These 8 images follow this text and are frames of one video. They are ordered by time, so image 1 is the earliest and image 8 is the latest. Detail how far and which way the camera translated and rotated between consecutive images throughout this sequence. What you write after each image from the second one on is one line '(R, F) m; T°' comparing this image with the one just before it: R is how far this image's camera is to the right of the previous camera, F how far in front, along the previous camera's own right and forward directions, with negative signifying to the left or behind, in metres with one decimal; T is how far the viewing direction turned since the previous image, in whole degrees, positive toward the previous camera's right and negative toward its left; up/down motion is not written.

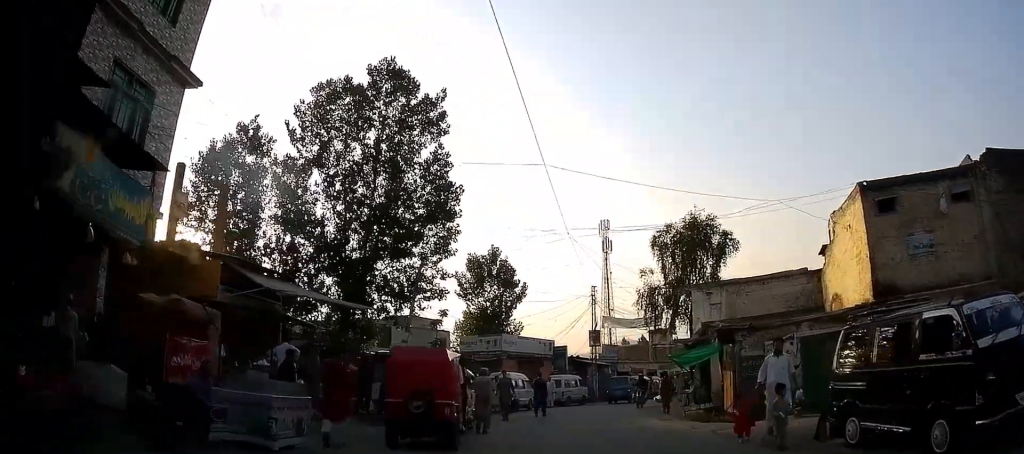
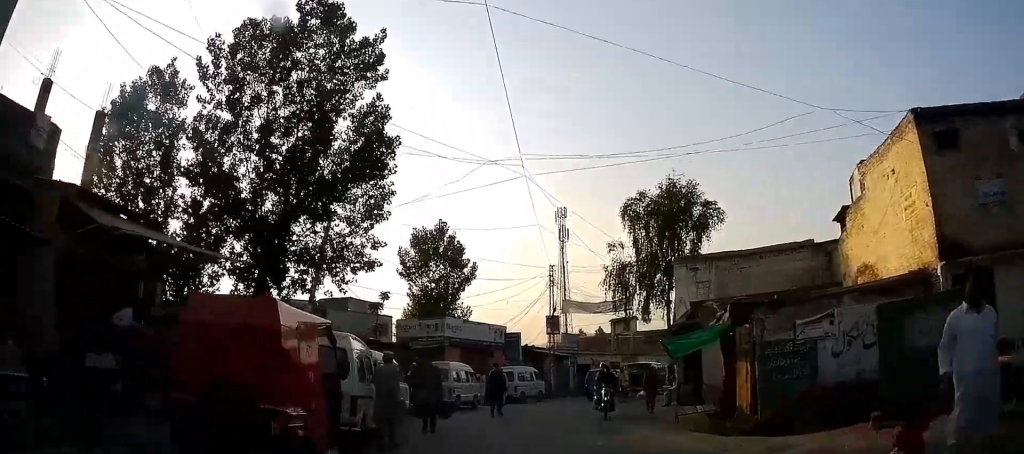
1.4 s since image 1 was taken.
(-0.1, +3.9) m; 0°
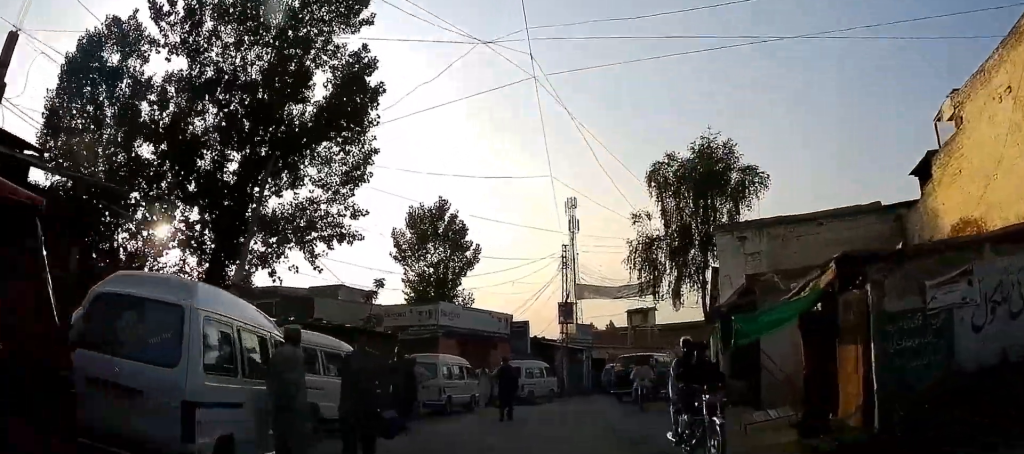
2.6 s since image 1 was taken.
(+0.1, +3.7) m; 0°
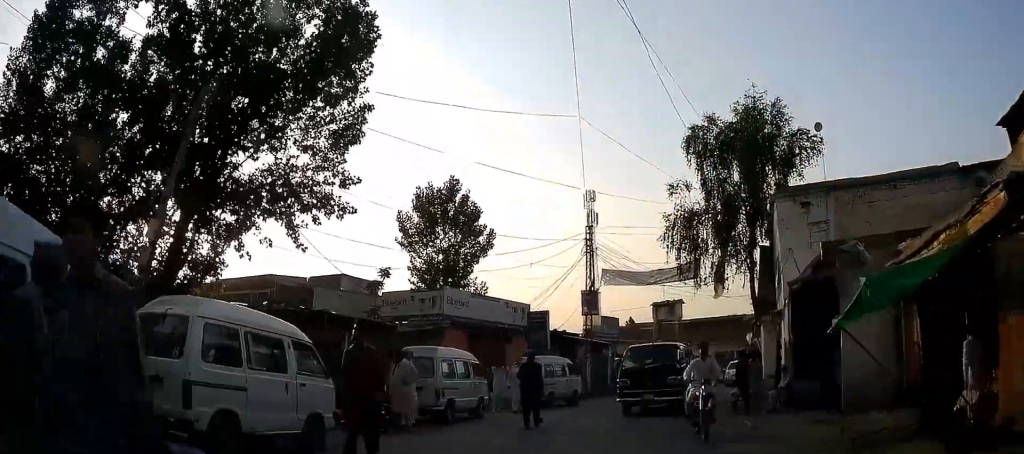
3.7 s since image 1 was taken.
(-0.1, +3.3) m; -1°
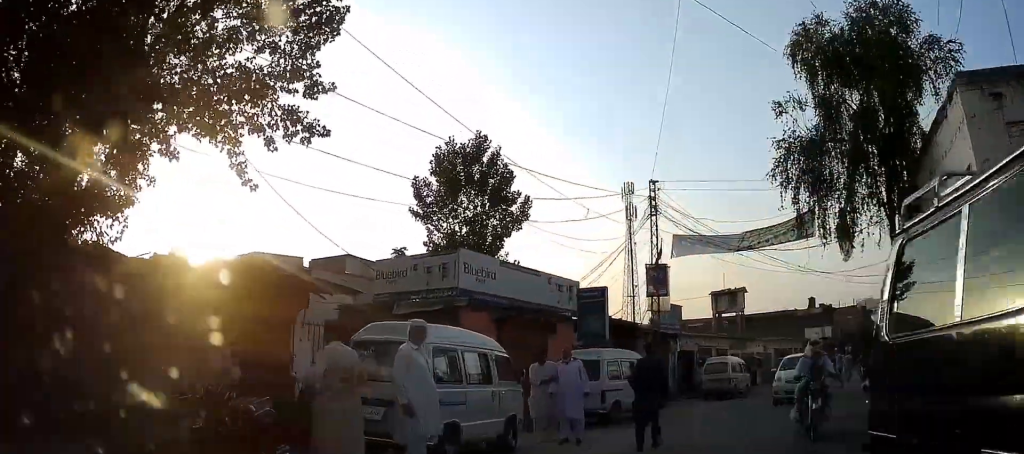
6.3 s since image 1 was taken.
(-0.2, +7.4) m; +7°
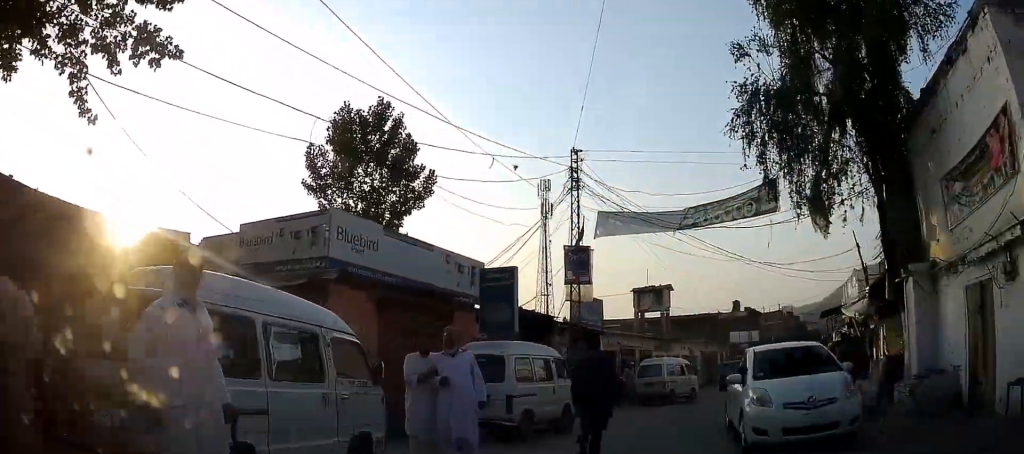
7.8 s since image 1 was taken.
(+0.4, +3.7) m; +9°
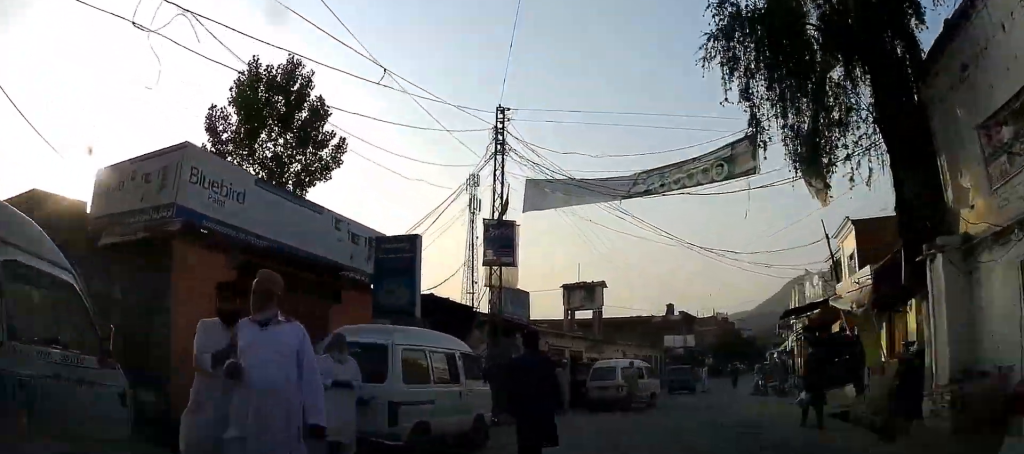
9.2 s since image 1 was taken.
(+0.5, +3.4) m; +6°
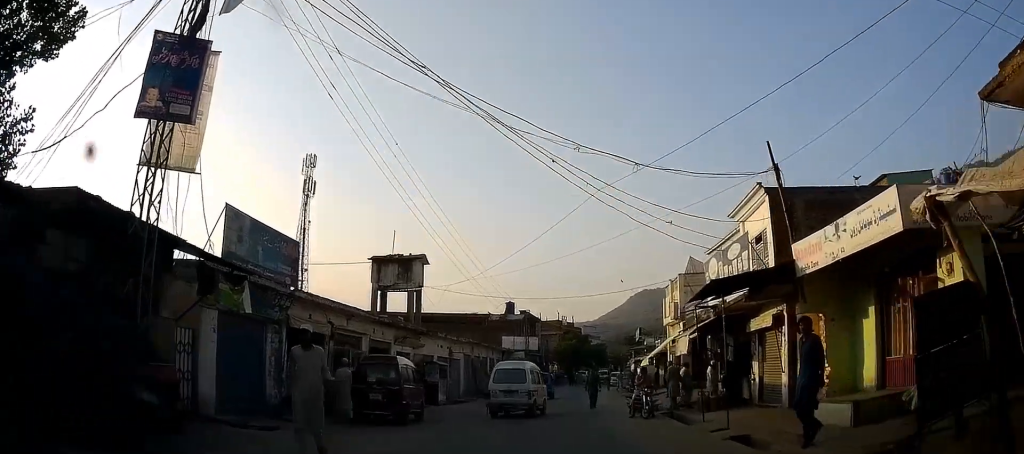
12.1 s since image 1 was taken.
(+0.1, +8.1) m; +6°
